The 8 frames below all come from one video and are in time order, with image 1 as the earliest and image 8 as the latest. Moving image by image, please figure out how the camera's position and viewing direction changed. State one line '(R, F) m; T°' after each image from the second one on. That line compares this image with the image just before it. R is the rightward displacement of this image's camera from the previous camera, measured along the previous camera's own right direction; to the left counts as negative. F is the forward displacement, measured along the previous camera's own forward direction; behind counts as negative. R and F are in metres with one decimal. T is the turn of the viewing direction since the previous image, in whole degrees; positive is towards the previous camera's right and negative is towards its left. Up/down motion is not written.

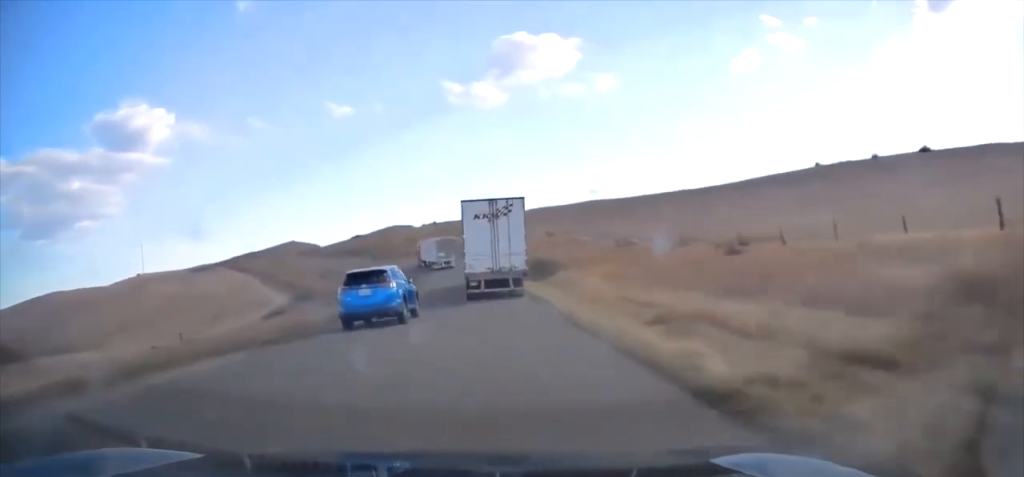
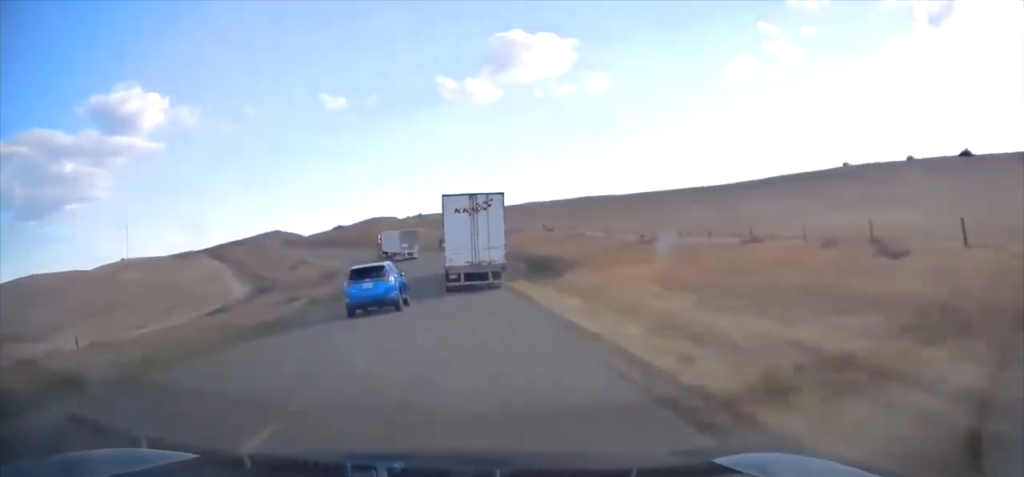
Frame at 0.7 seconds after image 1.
(+0.5, +12.4) m; +2°
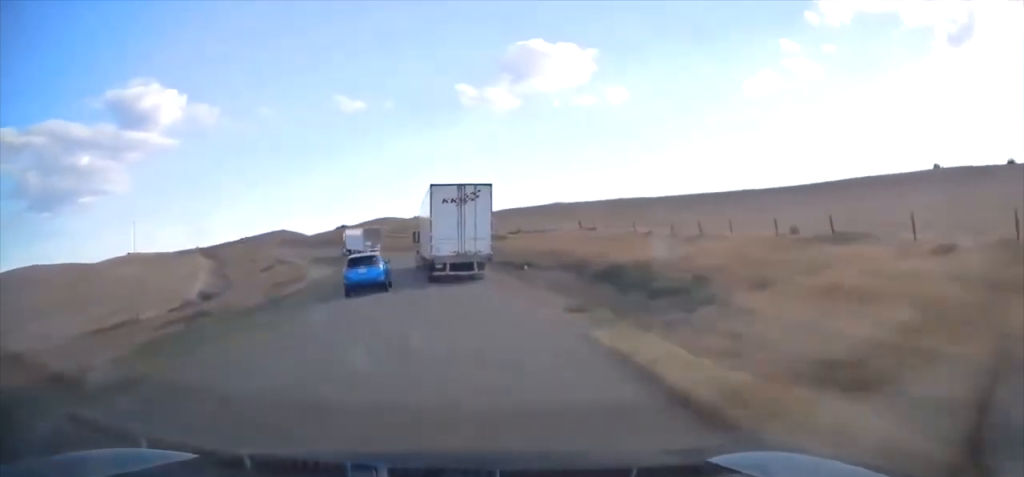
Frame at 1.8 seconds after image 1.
(-0.1, +20.5) m; -1°
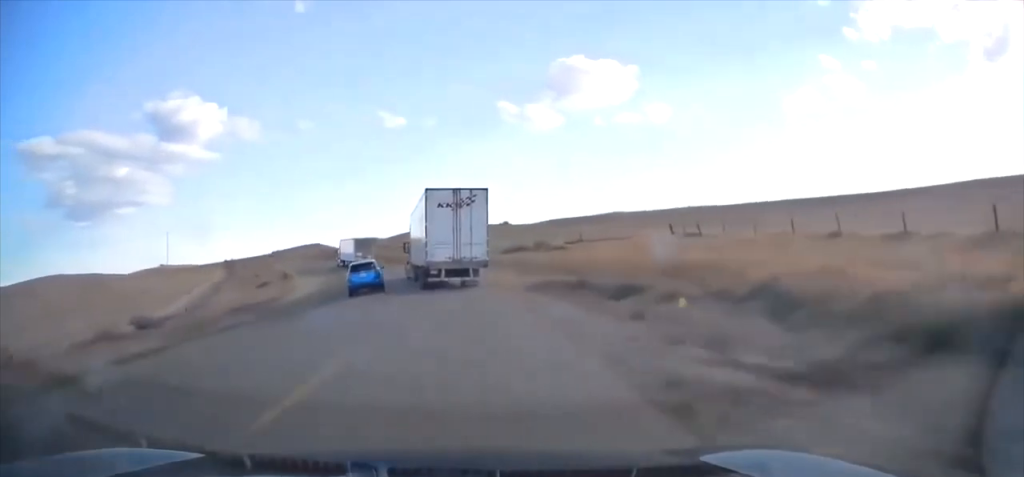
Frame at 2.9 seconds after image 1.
(-0.3, +19.0) m; -4°
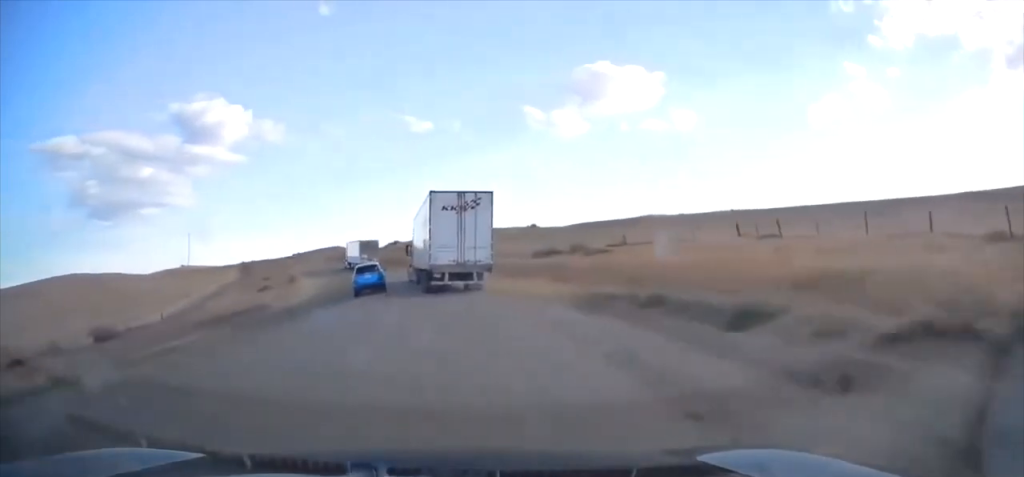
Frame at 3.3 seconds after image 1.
(+0.1, +8.0) m; -3°
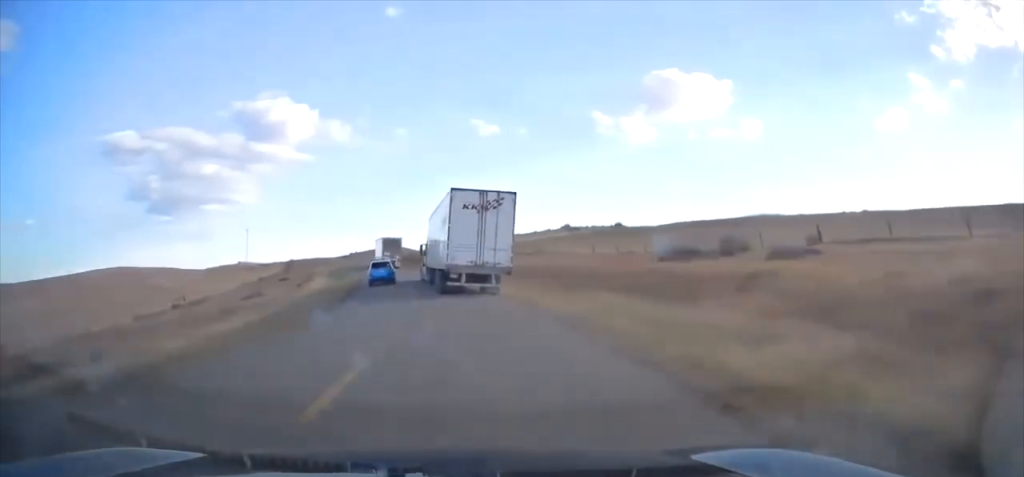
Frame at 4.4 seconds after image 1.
(-1.6, +21.0) m; -5°
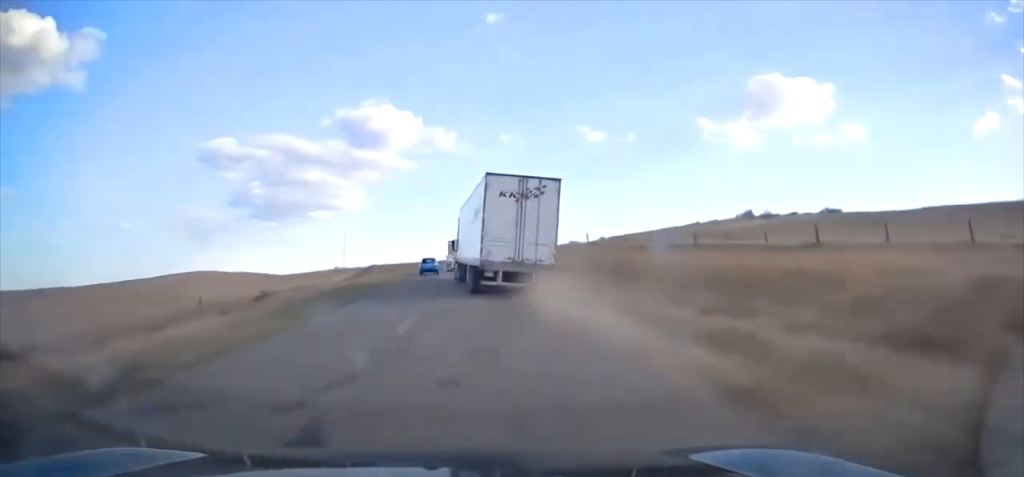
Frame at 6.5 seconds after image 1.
(-1.9, +37.7) m; -8°
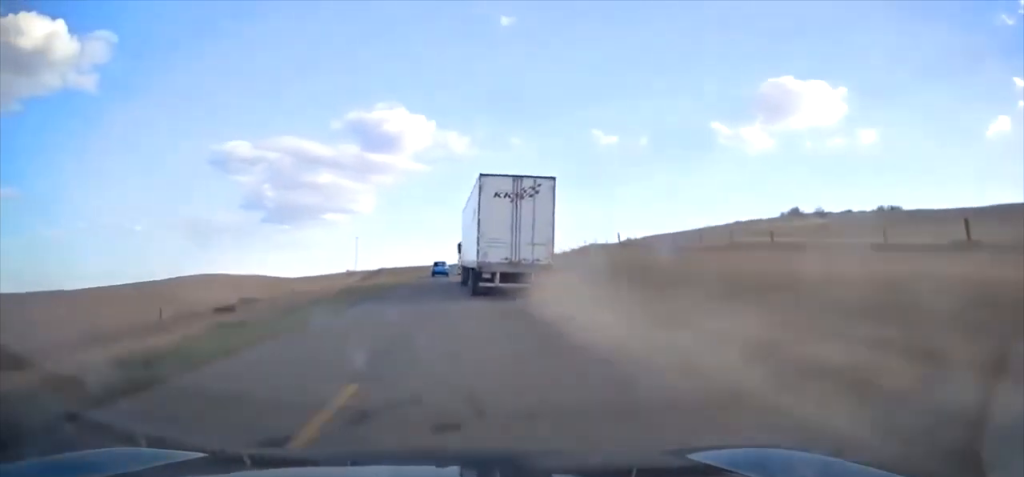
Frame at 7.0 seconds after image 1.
(-0.4, +8.5) m; -2°
